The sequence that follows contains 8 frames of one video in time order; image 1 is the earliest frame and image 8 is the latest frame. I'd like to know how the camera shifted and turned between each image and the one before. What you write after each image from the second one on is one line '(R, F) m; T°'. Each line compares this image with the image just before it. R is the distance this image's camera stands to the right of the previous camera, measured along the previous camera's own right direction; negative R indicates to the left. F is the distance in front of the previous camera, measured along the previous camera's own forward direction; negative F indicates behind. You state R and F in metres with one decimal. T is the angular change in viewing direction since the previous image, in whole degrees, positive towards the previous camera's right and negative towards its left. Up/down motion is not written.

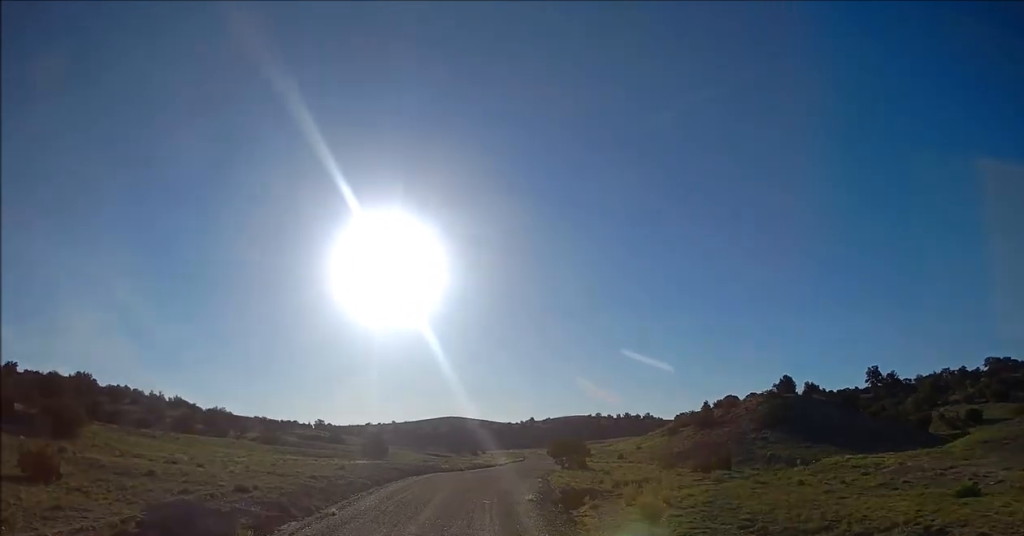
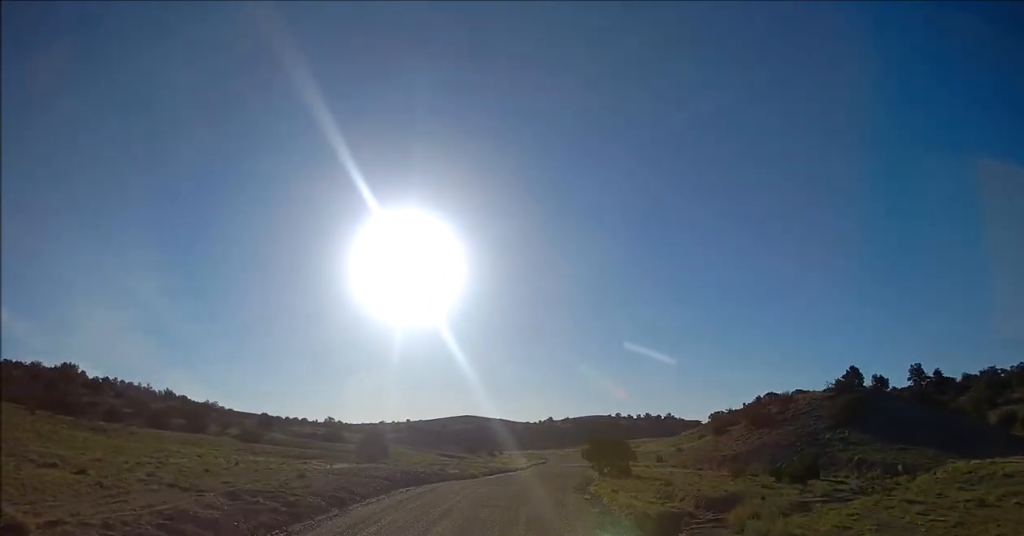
(-0.4, +14.1) m; -2°
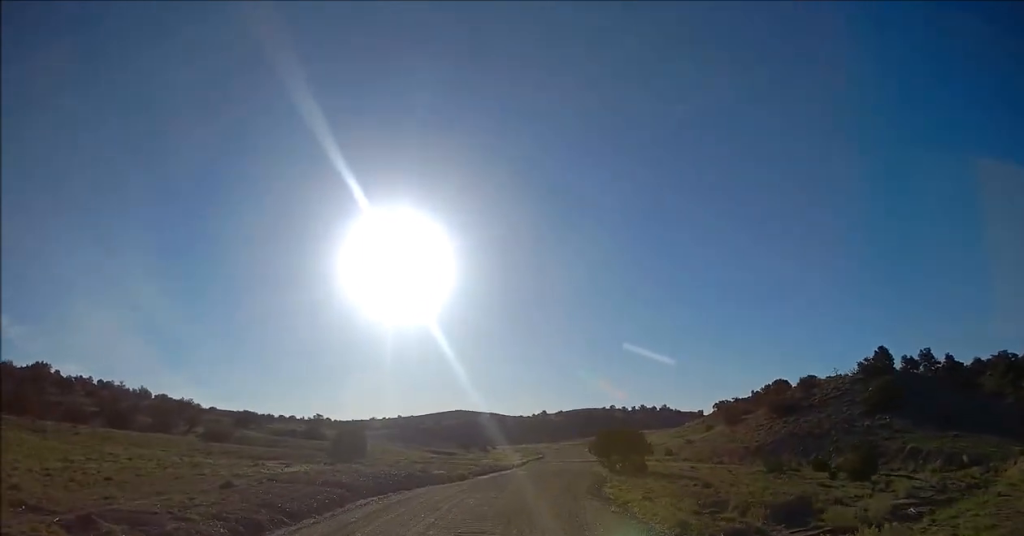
(-0.2, +9.1) m; +1°
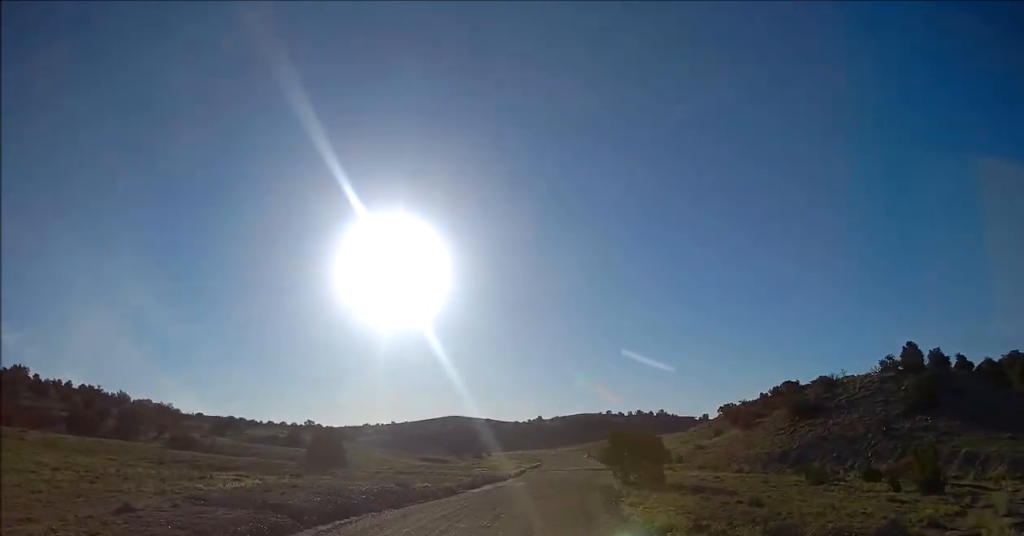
(+0.1, +7.0) m; +2°
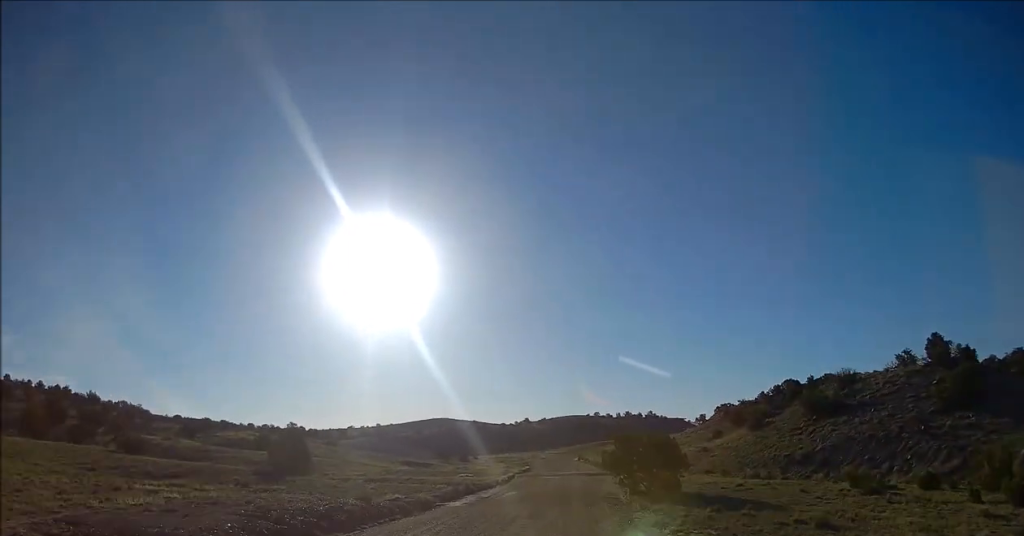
(0.0, +6.8) m; +3°
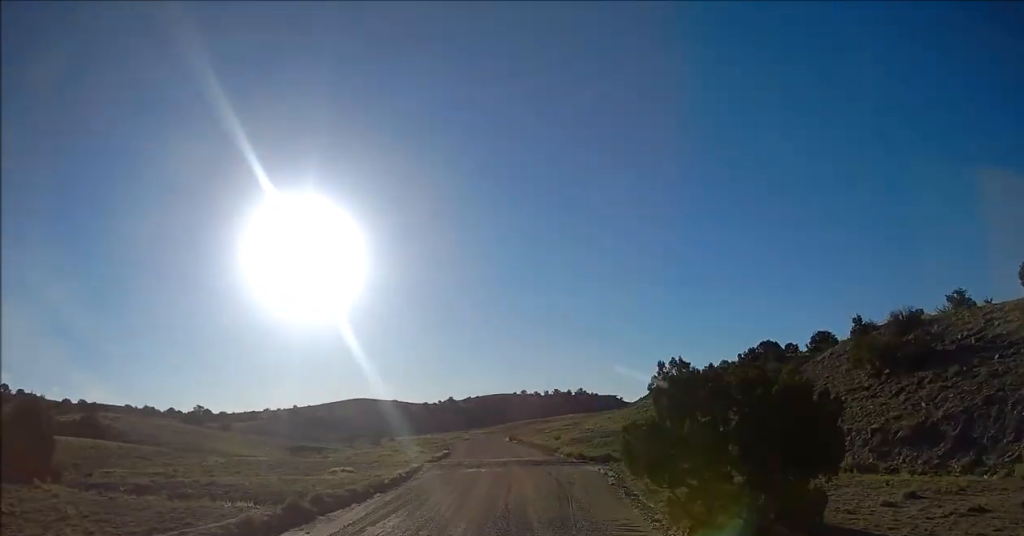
(+1.6, +21.9) m; +5°
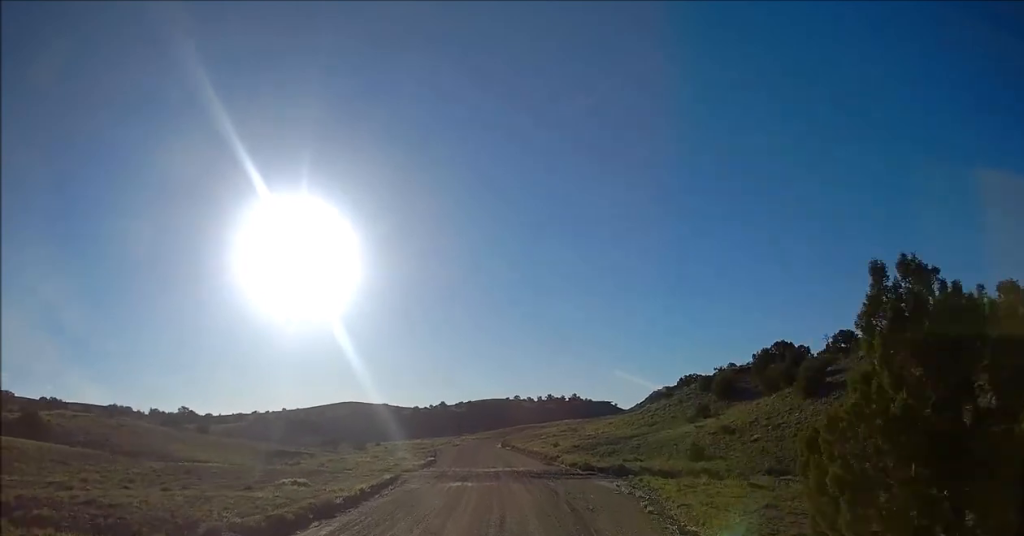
(0.0, +7.8) m; 0°
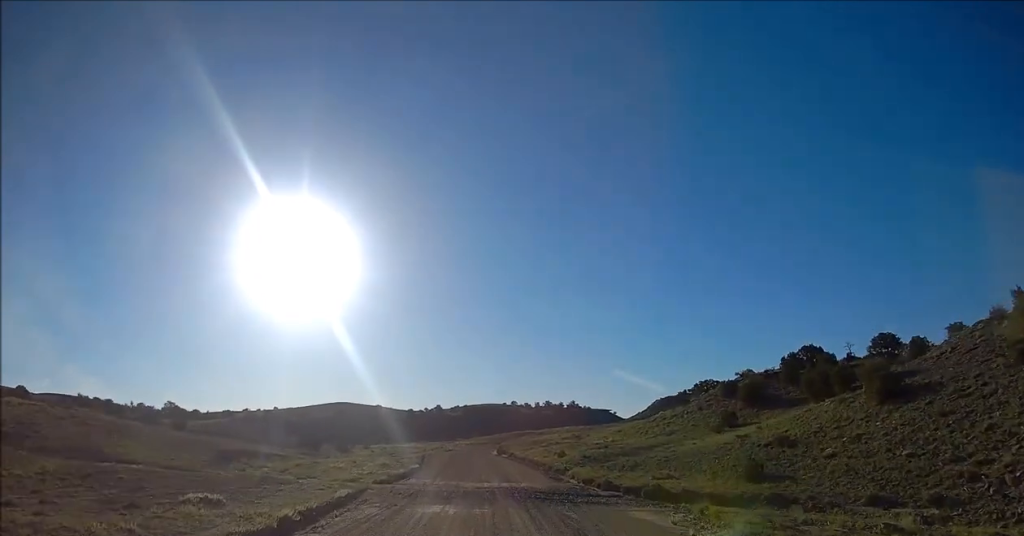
(+0.1, +9.8) m; 0°
